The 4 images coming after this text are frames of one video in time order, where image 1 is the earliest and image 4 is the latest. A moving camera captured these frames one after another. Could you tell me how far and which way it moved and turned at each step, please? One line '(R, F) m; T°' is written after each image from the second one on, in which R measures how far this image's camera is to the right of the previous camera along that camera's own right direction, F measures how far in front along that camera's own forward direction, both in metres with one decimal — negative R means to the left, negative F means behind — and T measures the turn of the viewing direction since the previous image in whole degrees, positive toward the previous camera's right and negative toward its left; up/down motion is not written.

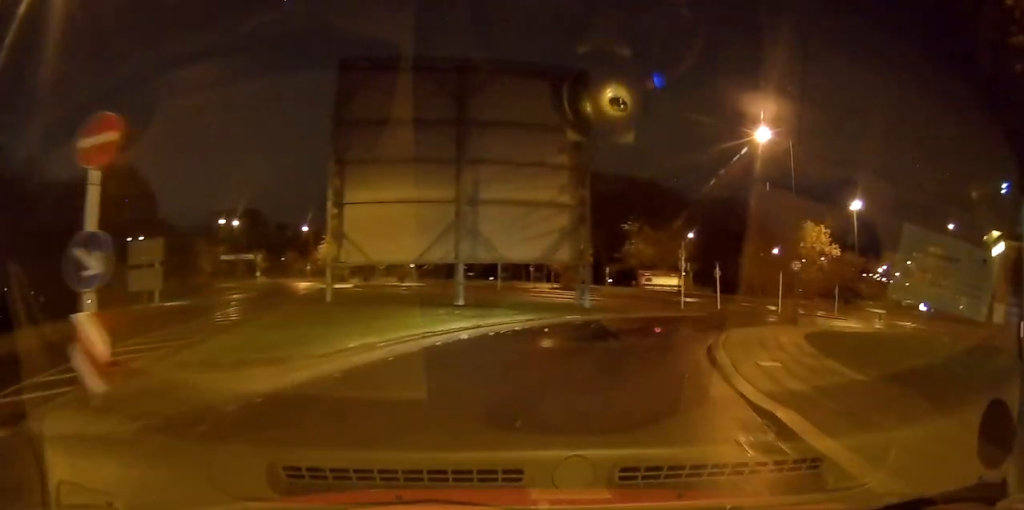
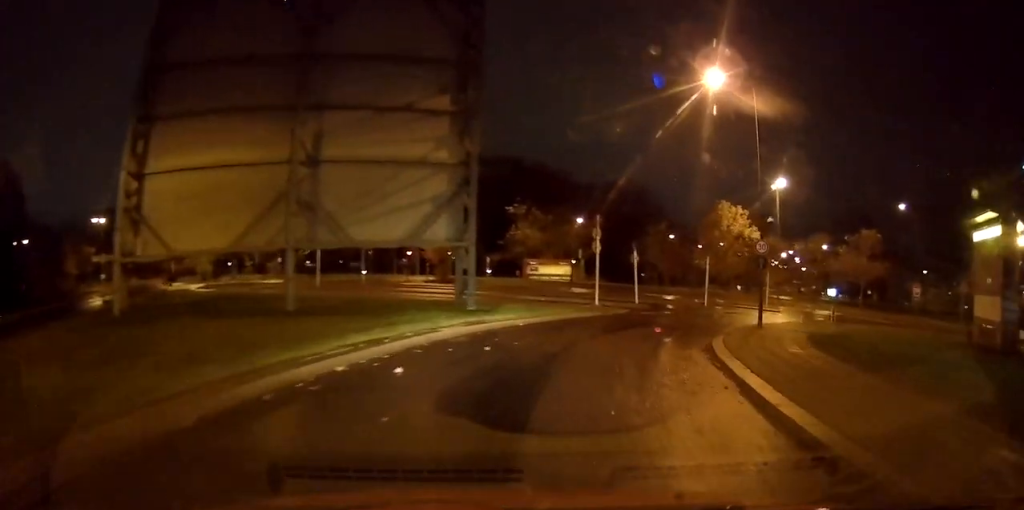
(+1.5, +9.2) m; +13°
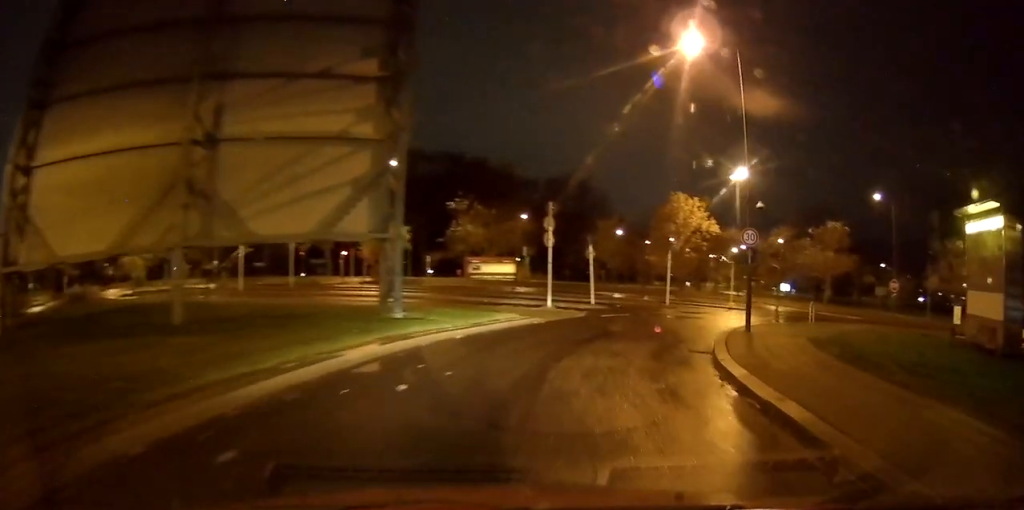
(+0.1, +4.6) m; +3°
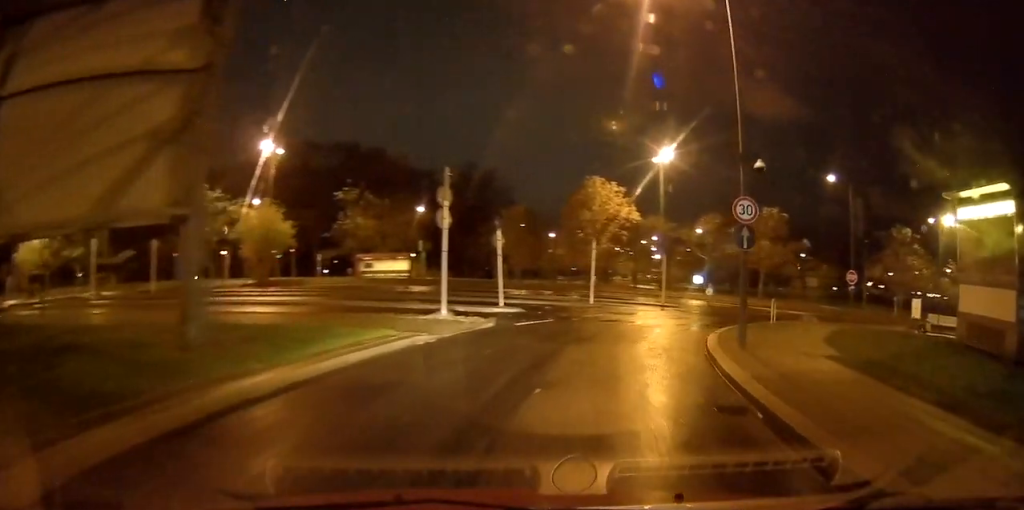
(+0.3, +6.9) m; +4°
